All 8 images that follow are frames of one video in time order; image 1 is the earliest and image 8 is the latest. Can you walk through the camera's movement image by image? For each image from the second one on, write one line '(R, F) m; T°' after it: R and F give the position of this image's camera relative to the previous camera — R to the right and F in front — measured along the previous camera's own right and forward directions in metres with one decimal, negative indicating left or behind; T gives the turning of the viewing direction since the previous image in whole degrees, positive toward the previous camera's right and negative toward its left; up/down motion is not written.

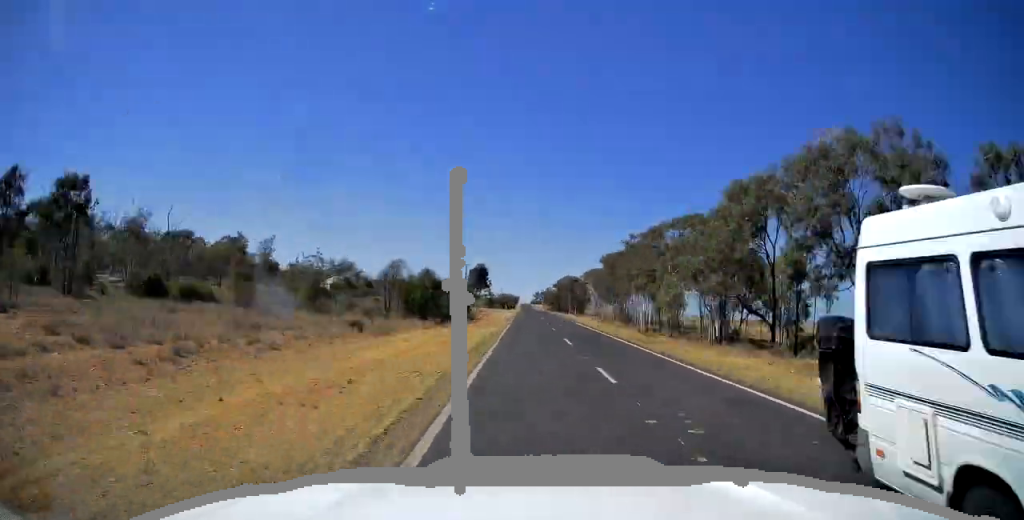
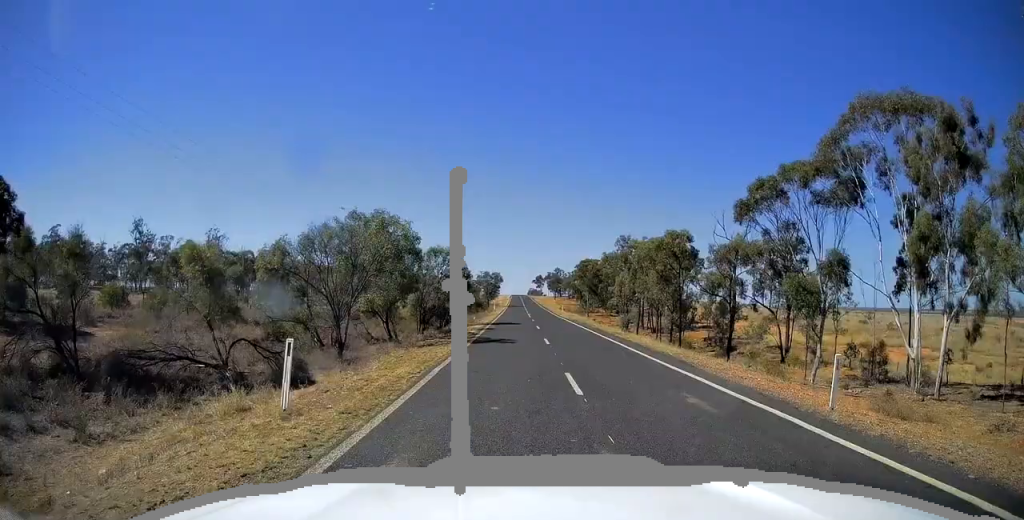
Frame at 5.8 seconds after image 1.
(-0.4, +178.7) m; 0°
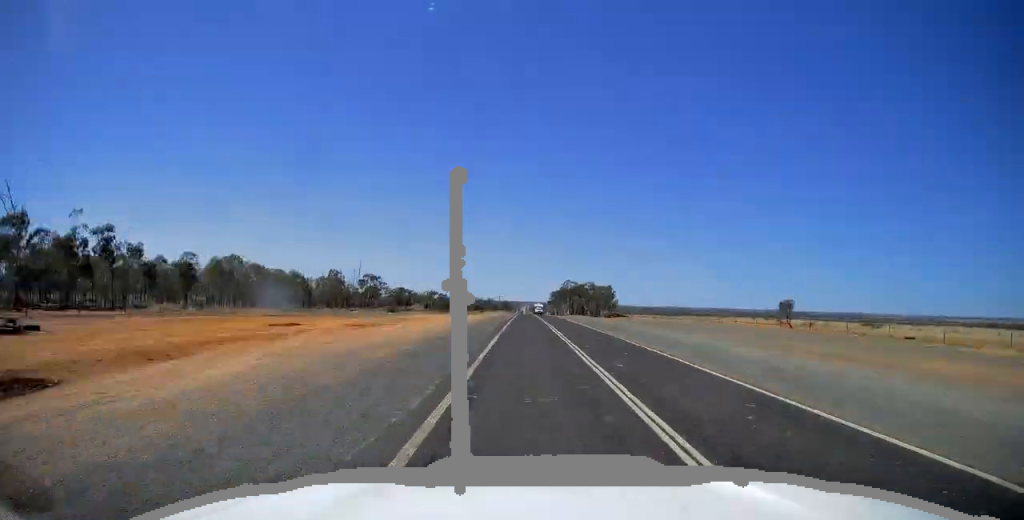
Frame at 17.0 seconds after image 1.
(-1.0, +349.5) m; 0°
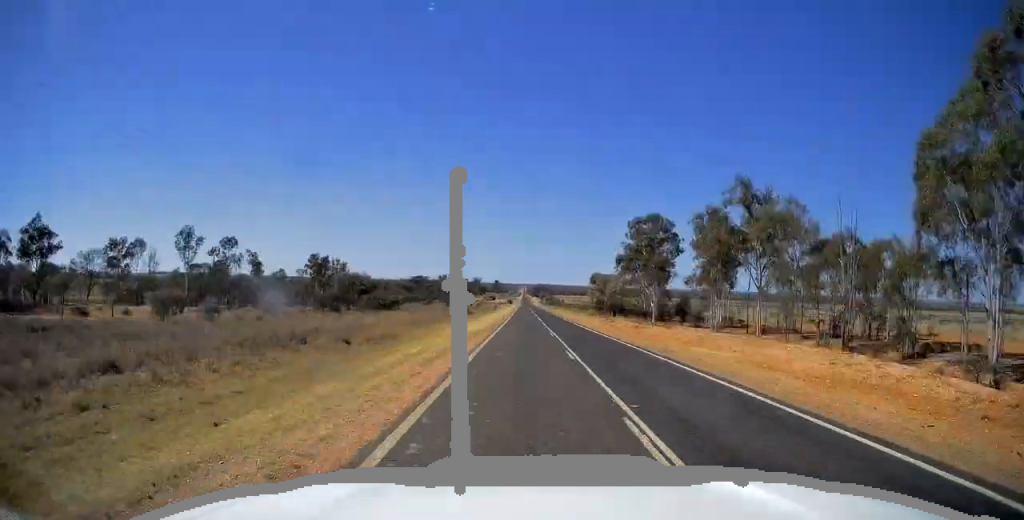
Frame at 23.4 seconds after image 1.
(+0.9, +200.6) m; 0°
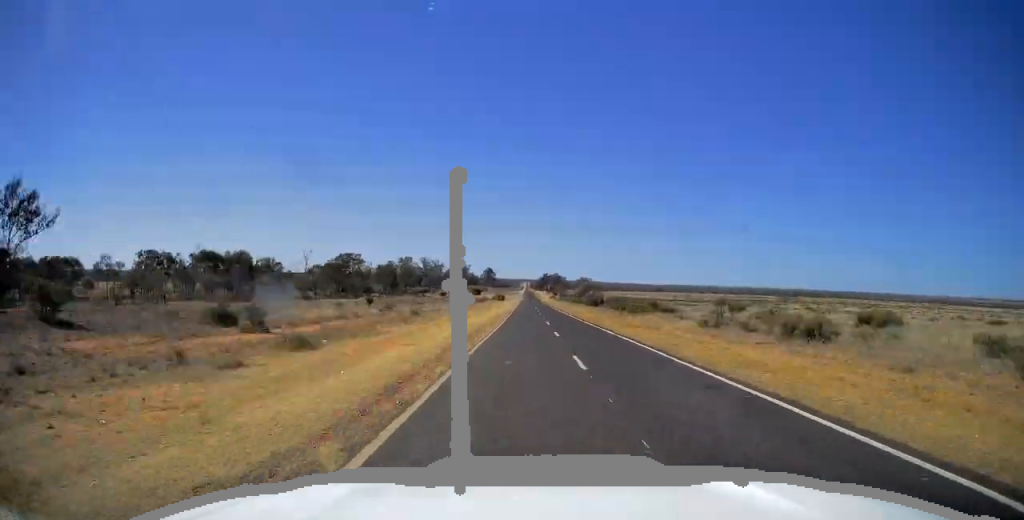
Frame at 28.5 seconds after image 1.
(0.0, +160.5) m; 0°
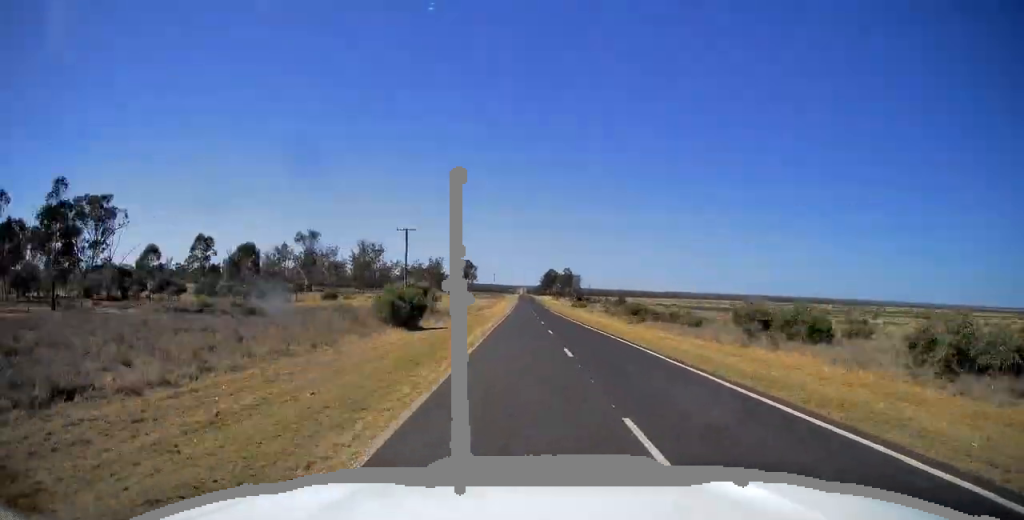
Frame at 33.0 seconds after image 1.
(-0.3, +140.5) m; 0°
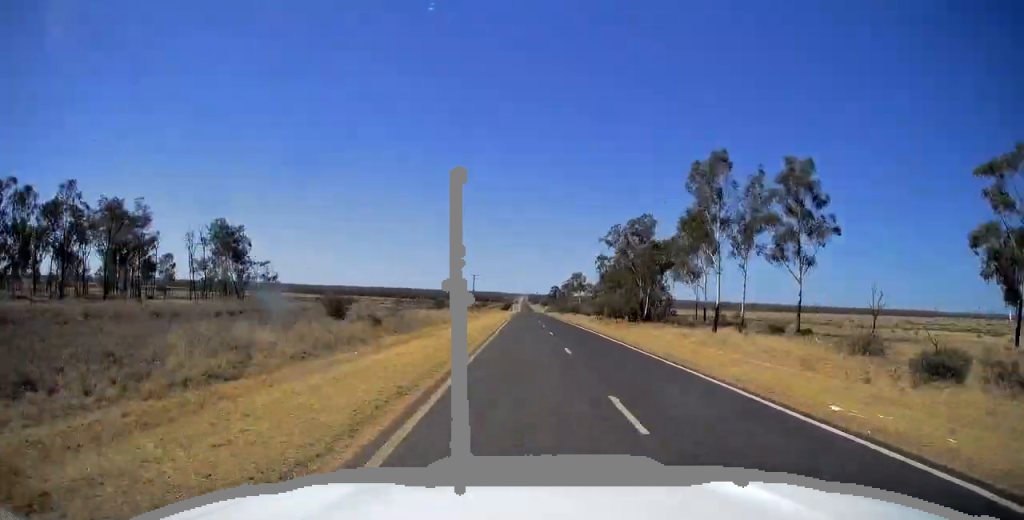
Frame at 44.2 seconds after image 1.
(+0.6, +351.0) m; 0°
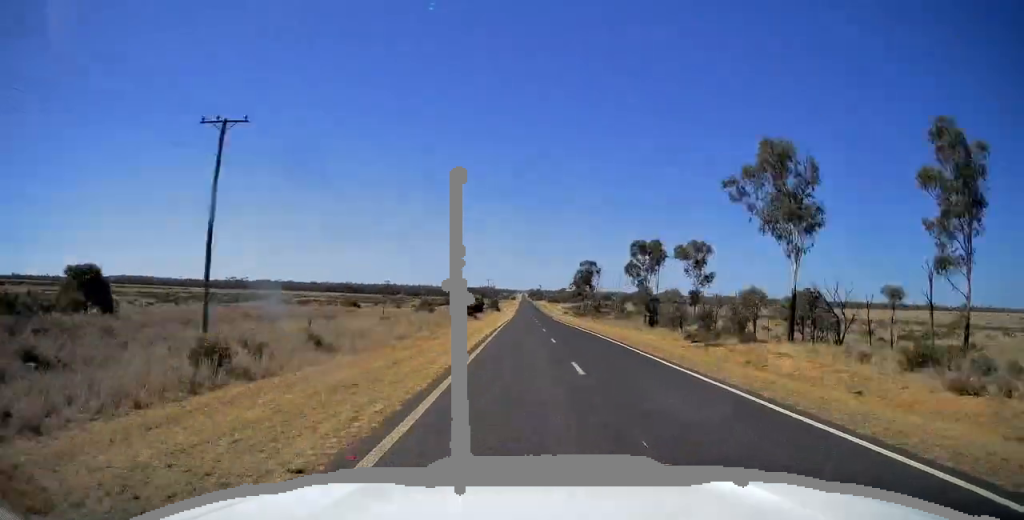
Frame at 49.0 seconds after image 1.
(+0.2, +150.4) m; 0°
